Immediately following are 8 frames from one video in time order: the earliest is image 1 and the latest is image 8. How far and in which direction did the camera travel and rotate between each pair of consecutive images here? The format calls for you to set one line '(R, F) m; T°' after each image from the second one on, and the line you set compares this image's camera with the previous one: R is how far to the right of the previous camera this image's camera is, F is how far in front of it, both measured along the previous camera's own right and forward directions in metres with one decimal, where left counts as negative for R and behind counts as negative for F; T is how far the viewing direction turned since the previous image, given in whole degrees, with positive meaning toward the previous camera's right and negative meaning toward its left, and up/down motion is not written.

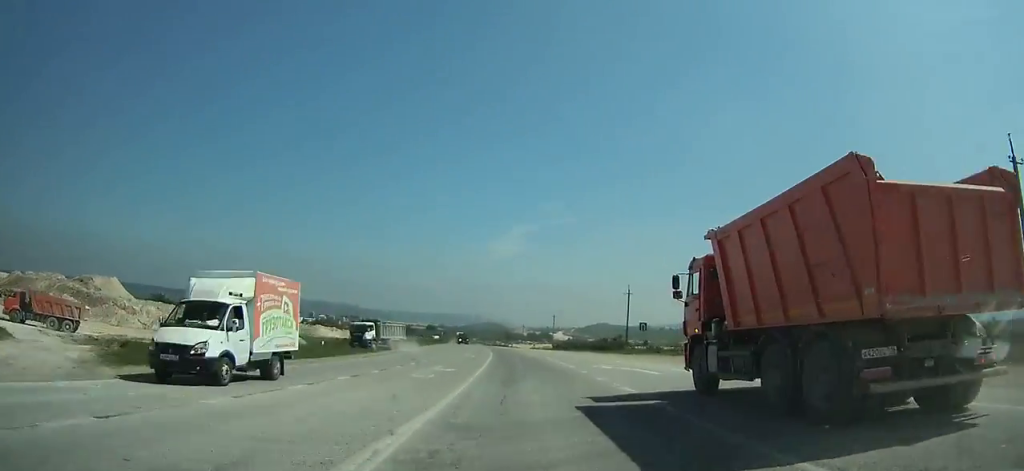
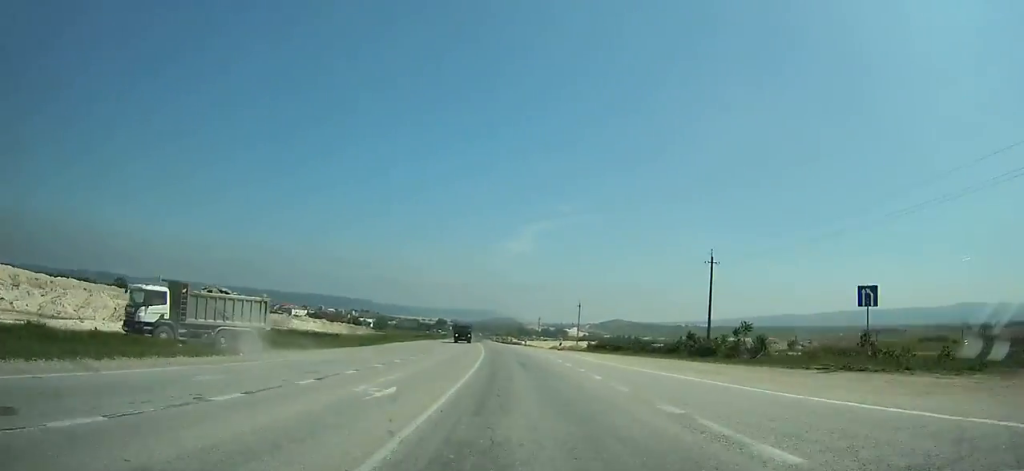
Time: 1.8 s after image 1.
(-0.6, +29.5) m; -1°
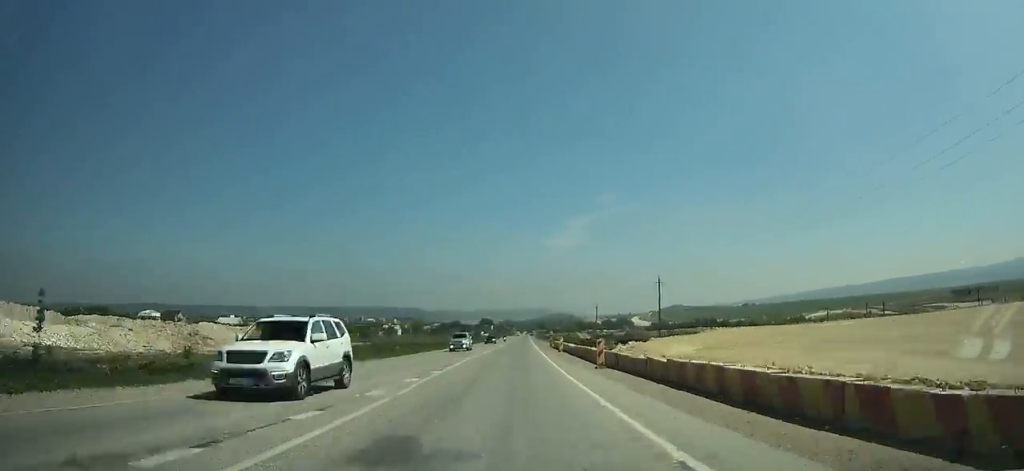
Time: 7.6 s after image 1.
(-3.9, +98.5) m; -4°
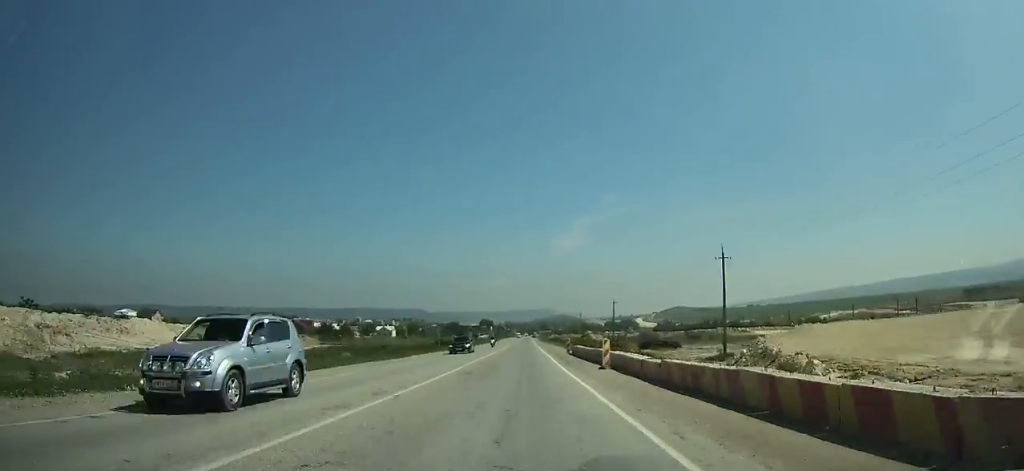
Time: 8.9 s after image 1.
(-0.2, +22.9) m; 0°
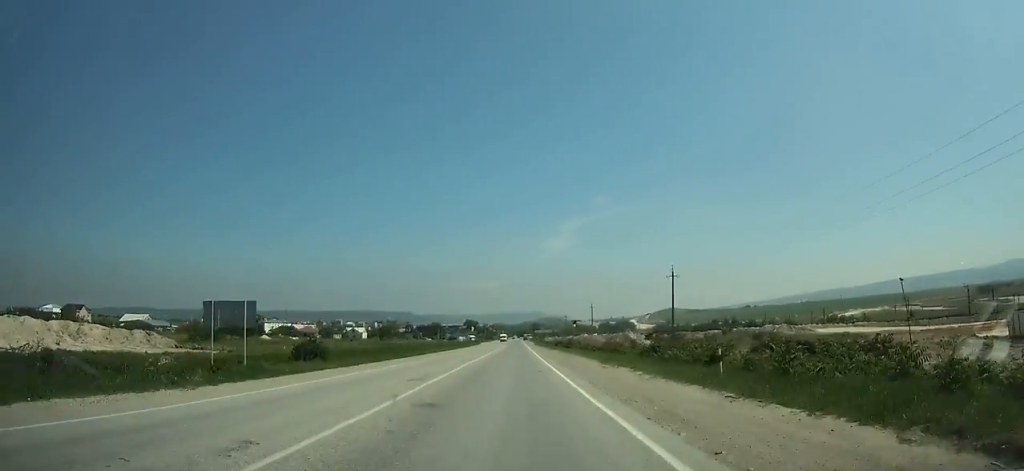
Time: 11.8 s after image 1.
(-0.1, +52.1) m; 0°
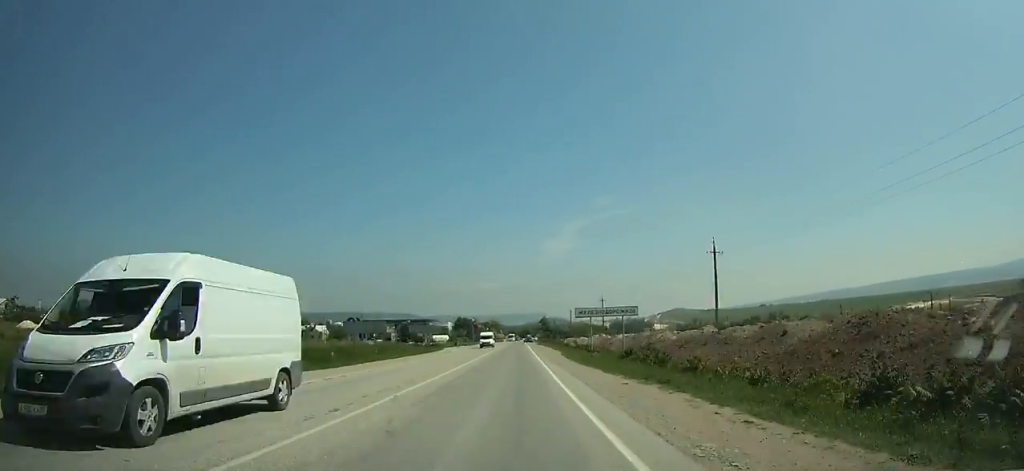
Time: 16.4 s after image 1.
(+0.2, +82.8) m; 0°
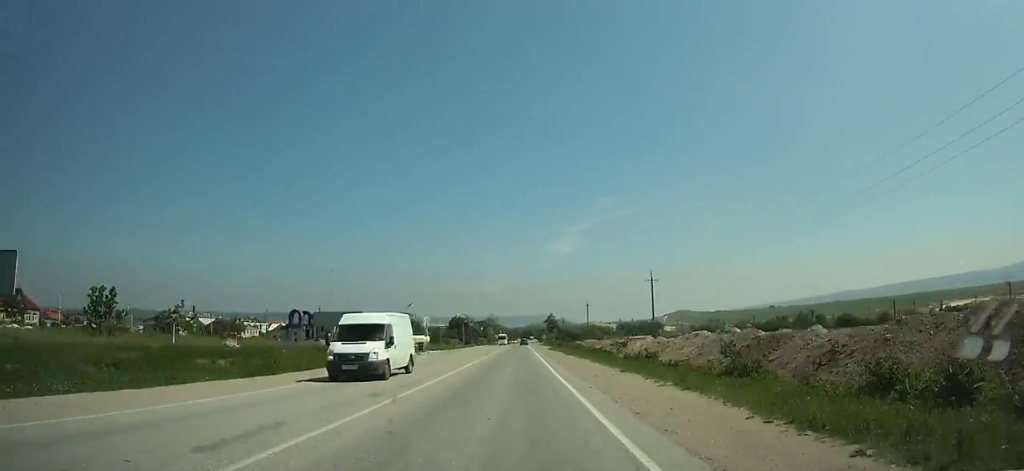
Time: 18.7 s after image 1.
(-0.1, +41.0) m; 0°
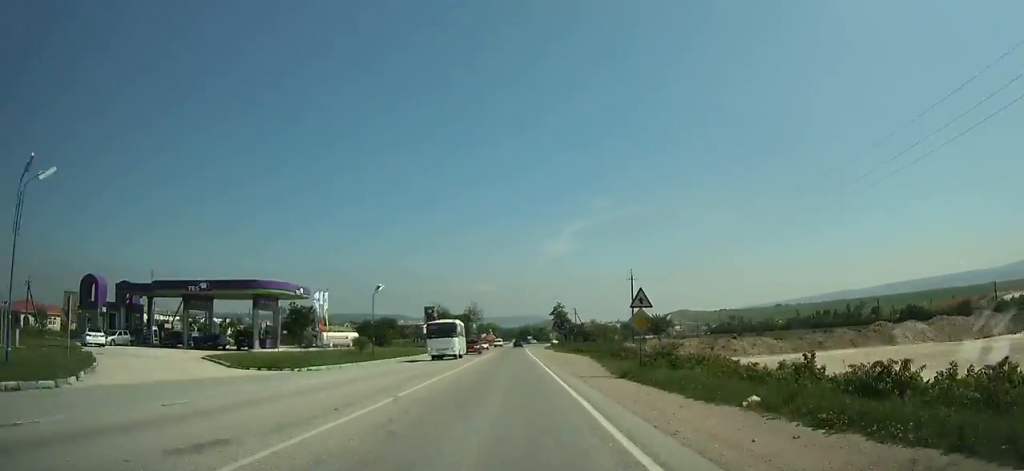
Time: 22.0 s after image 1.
(+0.2, +57.5) m; 0°
